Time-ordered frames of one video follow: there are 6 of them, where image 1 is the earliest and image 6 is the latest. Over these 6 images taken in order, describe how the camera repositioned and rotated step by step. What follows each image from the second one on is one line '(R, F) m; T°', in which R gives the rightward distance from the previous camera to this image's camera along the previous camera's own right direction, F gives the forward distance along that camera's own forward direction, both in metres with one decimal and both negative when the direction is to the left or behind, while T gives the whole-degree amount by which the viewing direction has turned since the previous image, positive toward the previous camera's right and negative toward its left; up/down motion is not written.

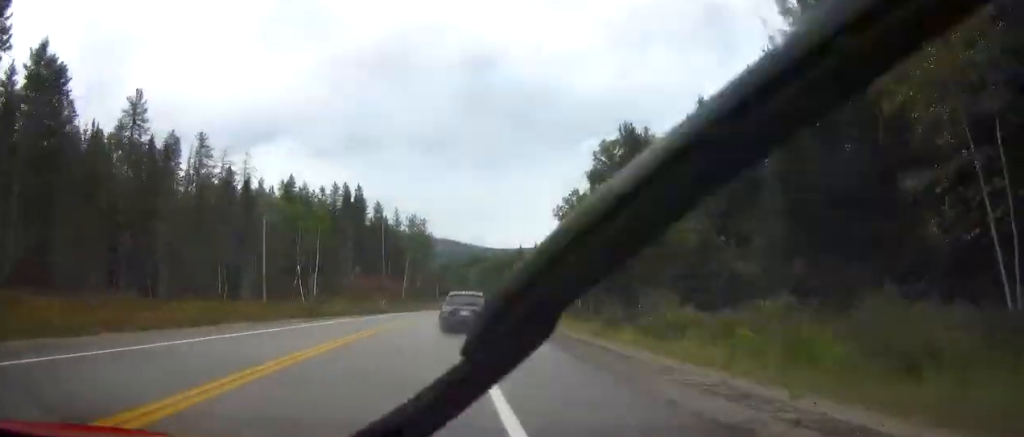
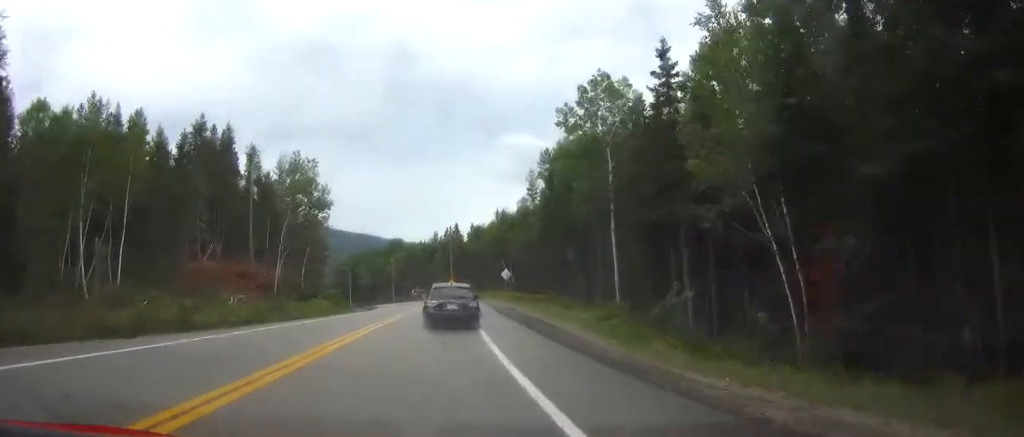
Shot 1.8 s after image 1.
(+2.0, +46.0) m; +6°
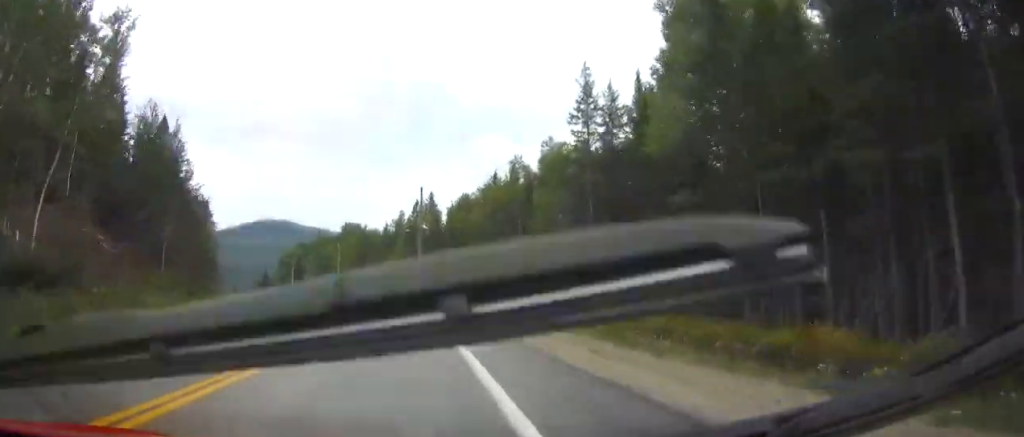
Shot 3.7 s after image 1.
(+2.0, +46.0) m; +3°
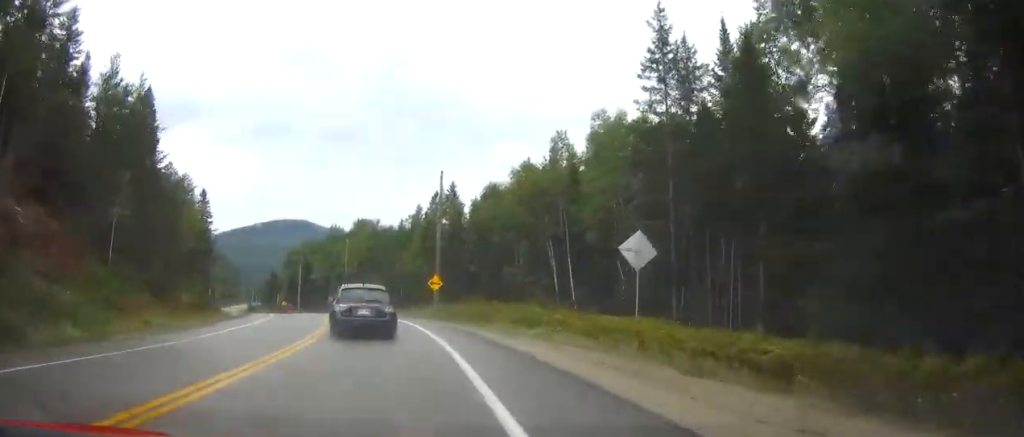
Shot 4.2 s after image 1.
(0.0, +12.0) m; -1°
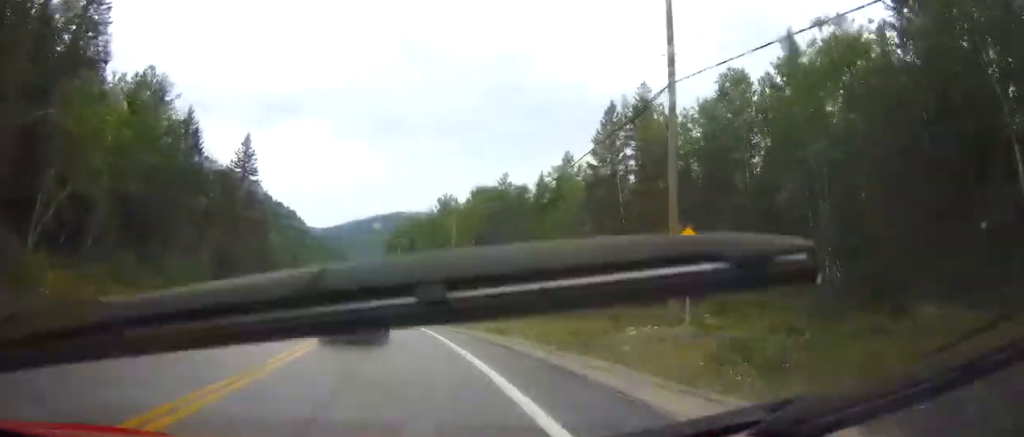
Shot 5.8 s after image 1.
(-1.9, +36.6) m; -8°
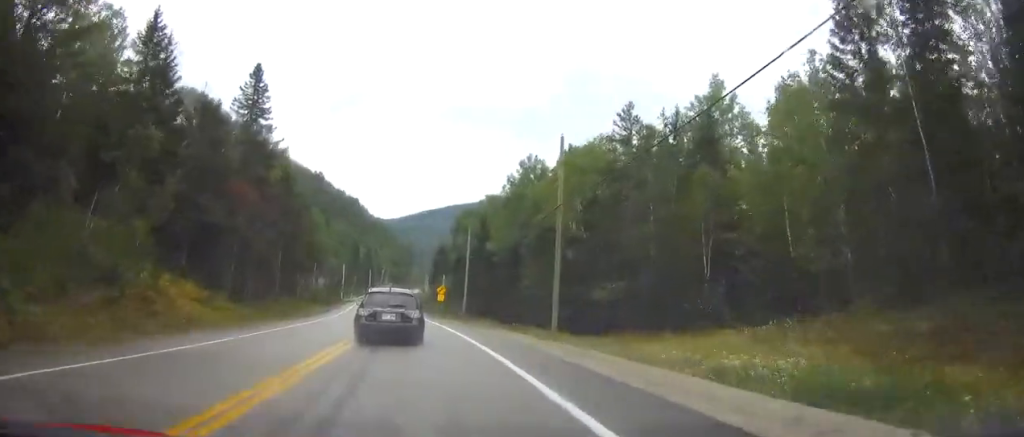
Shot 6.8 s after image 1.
(-1.3, +23.5) m; -4°
